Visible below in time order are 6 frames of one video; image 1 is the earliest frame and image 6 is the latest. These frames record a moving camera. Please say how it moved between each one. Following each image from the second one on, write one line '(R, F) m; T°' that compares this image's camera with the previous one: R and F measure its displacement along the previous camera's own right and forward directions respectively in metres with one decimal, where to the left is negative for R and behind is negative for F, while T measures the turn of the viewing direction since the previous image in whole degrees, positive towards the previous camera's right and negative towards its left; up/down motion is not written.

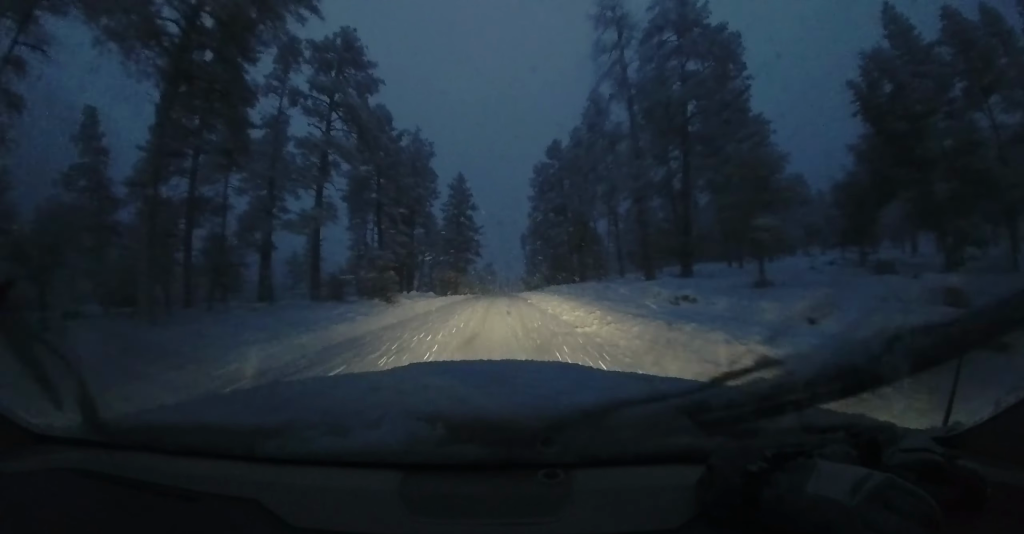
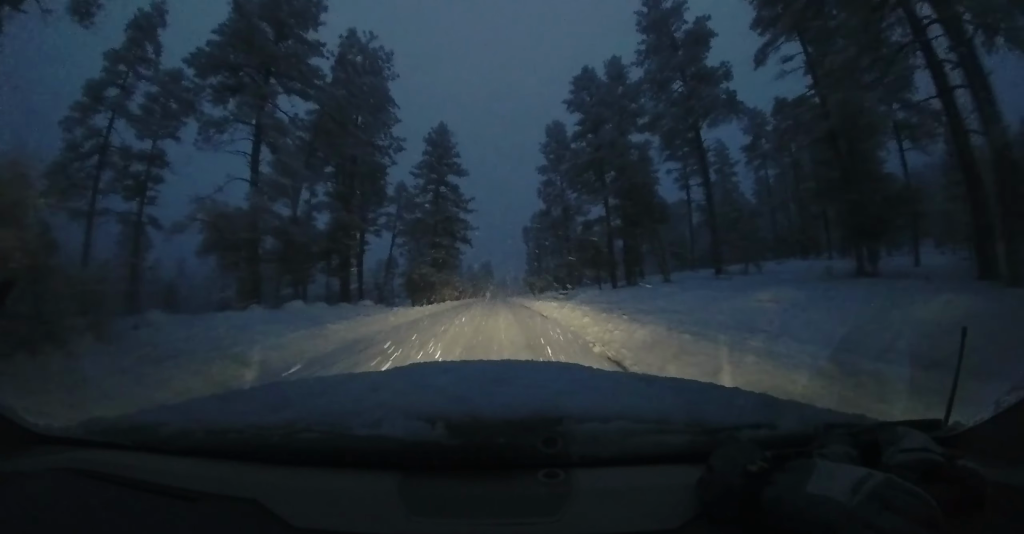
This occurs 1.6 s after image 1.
(+0.4, +19.8) m; -1°
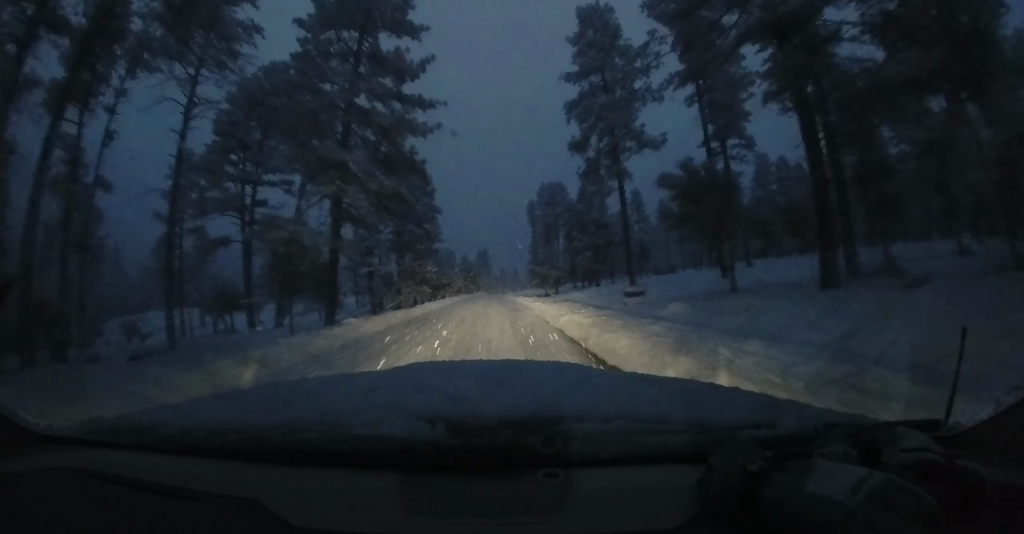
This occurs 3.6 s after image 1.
(-0.2, +23.1) m; +2°
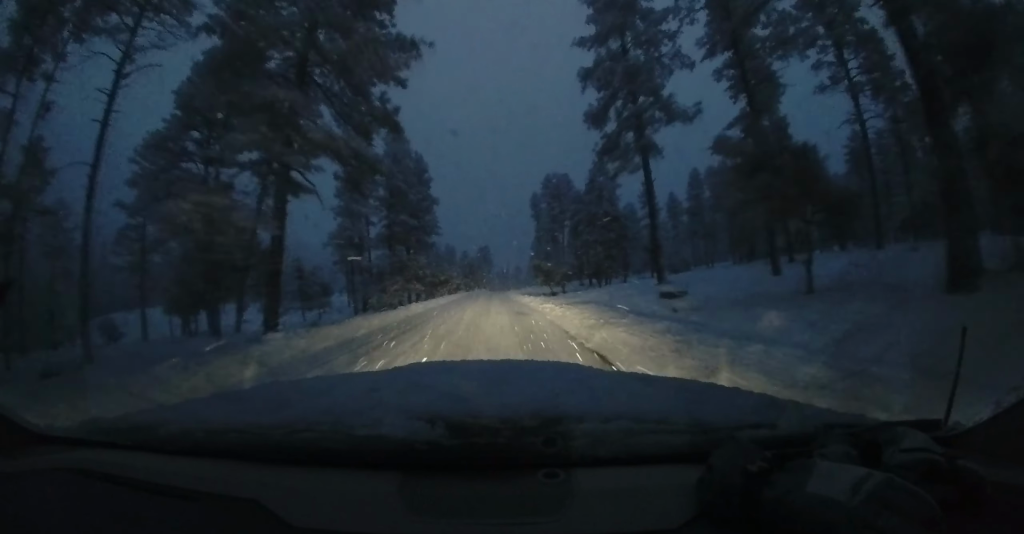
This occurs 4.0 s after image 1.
(0.0, +4.6) m; +1°
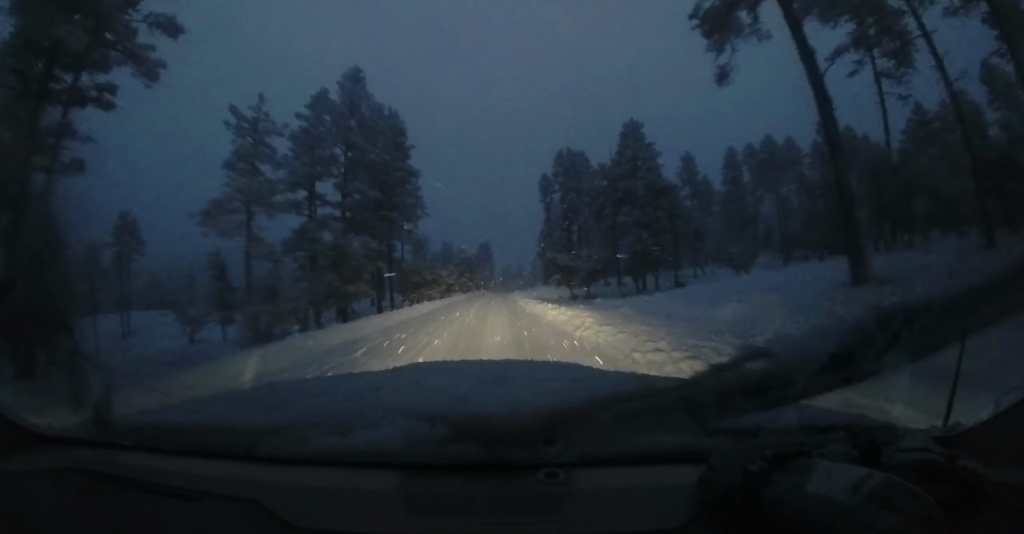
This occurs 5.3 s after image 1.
(+0.3, +14.1) m; +2°
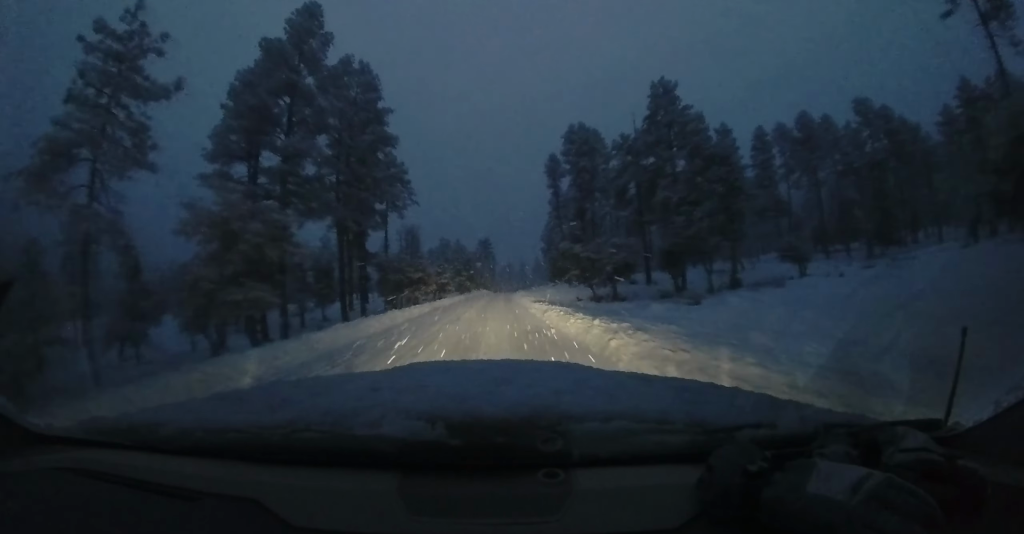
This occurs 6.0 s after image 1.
(+0.1, +8.9) m; -1°
